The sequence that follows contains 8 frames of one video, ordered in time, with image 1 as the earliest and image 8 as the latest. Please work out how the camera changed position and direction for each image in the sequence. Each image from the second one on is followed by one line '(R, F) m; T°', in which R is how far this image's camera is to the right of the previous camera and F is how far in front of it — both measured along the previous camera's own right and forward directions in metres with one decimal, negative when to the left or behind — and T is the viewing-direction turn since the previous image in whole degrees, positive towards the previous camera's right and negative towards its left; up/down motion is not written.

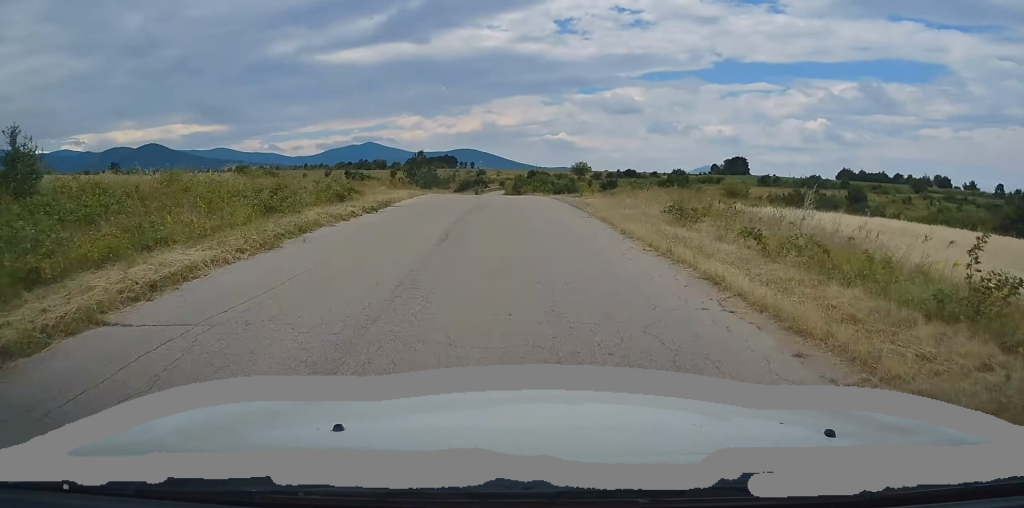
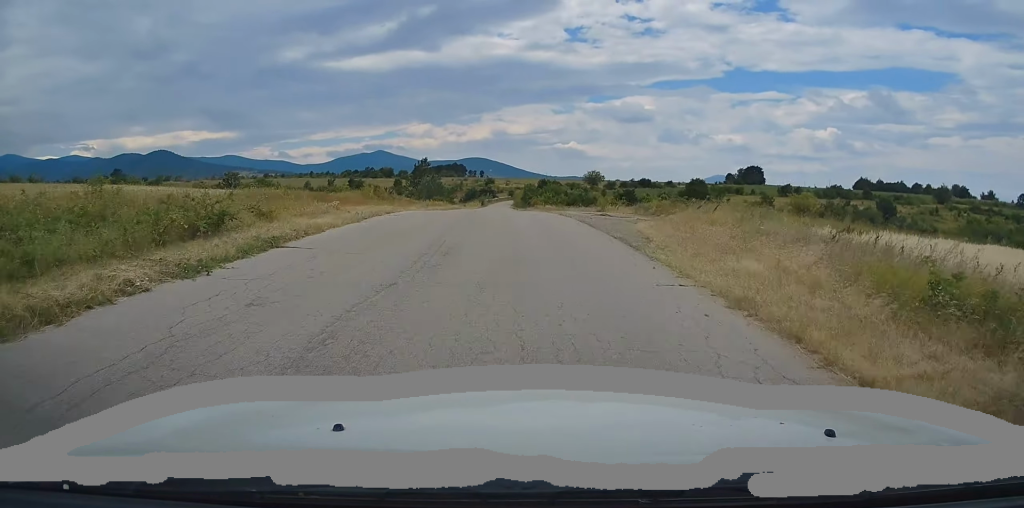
(-0.2, +10.0) m; -2°
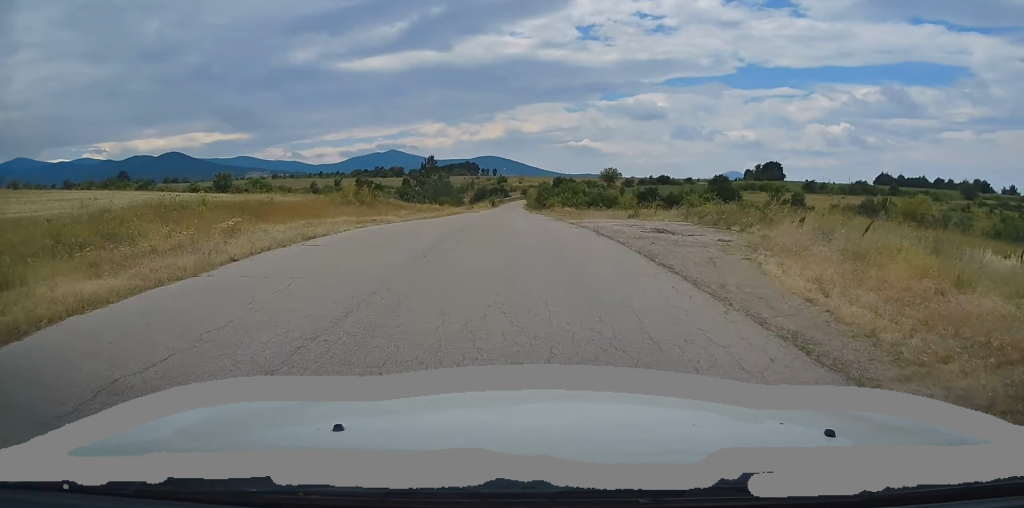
(-0.1, +9.5) m; -2°
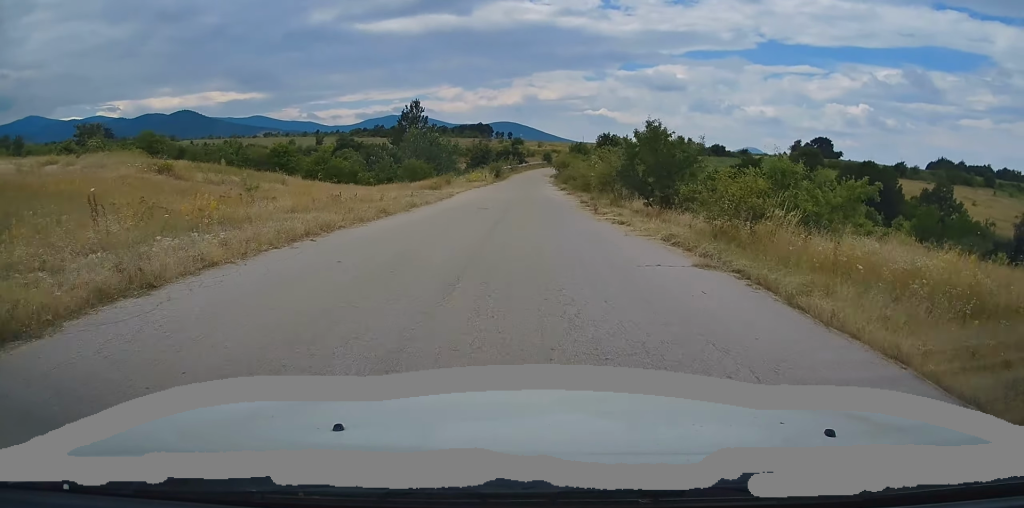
(-0.9, +44.3) m; 0°
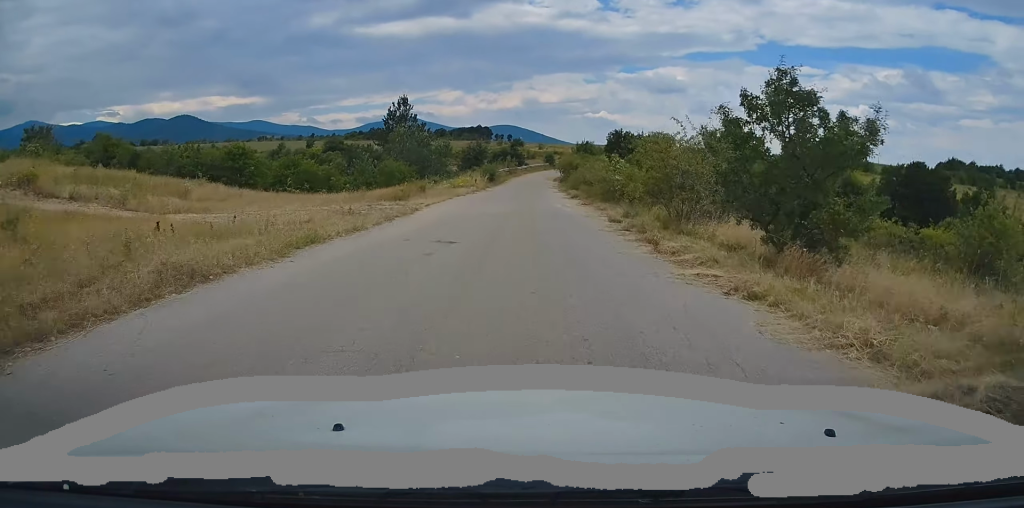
(+0.1, +9.9) m; 0°
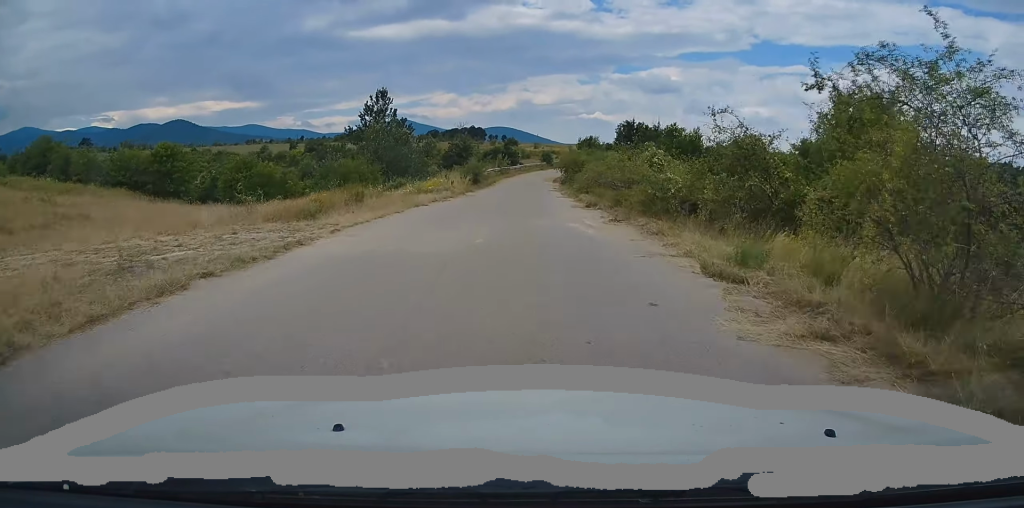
(+0.1, +10.5) m; -1°
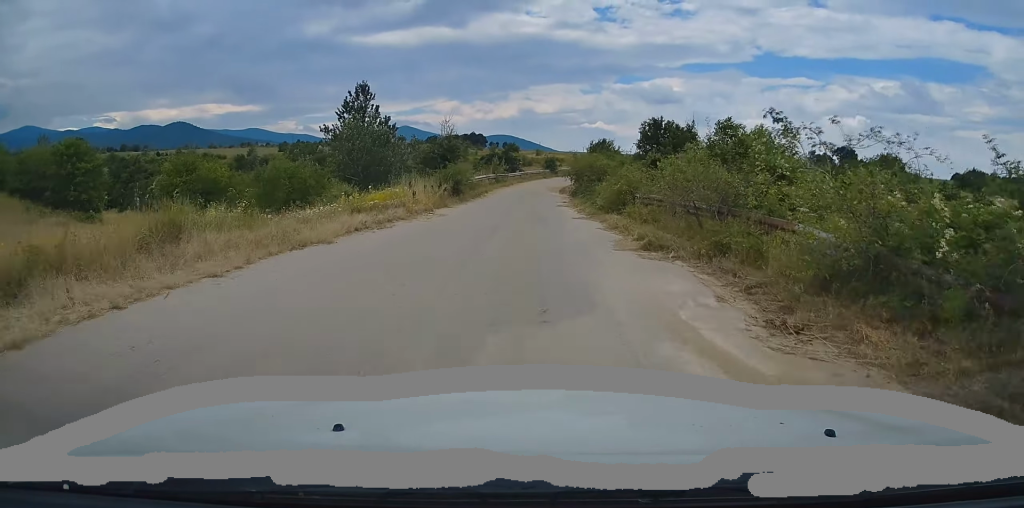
(-0.2, +10.5) m; 0°
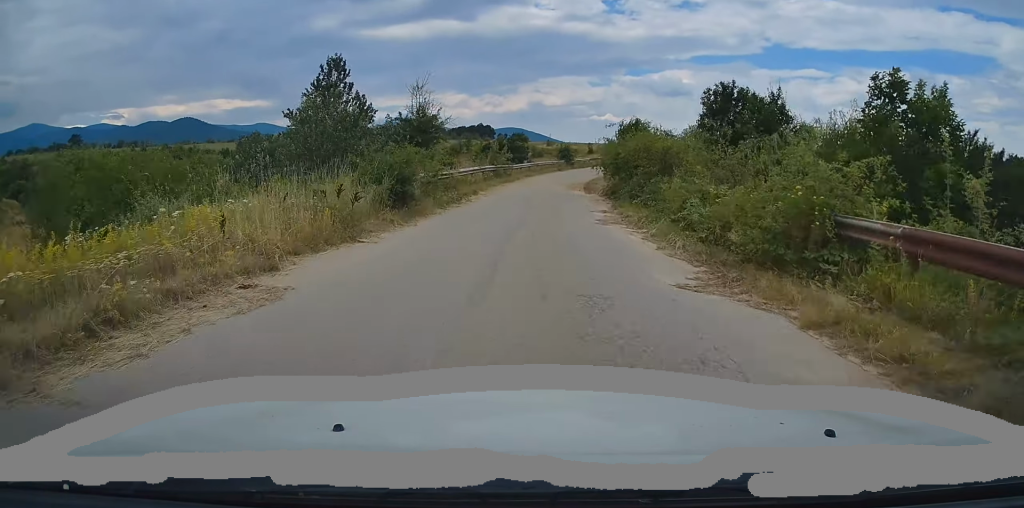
(-0.2, +13.5) m; +1°
